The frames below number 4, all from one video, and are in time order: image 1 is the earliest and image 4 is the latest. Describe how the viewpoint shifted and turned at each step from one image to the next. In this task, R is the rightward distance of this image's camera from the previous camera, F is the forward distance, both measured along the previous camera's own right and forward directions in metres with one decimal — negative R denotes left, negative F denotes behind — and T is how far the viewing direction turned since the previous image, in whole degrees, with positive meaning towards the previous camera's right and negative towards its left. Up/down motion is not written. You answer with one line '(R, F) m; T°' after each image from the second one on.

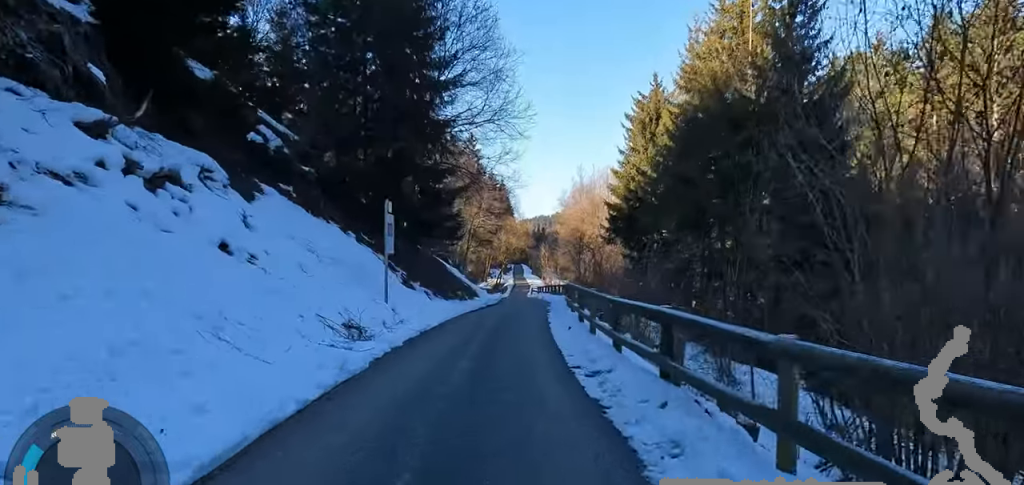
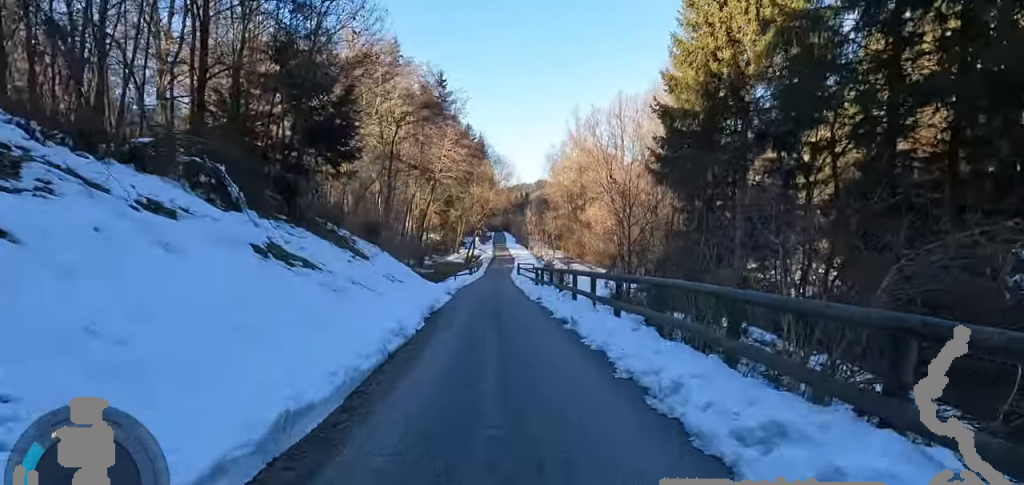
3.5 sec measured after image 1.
(-1.8, +24.5) m; +2°
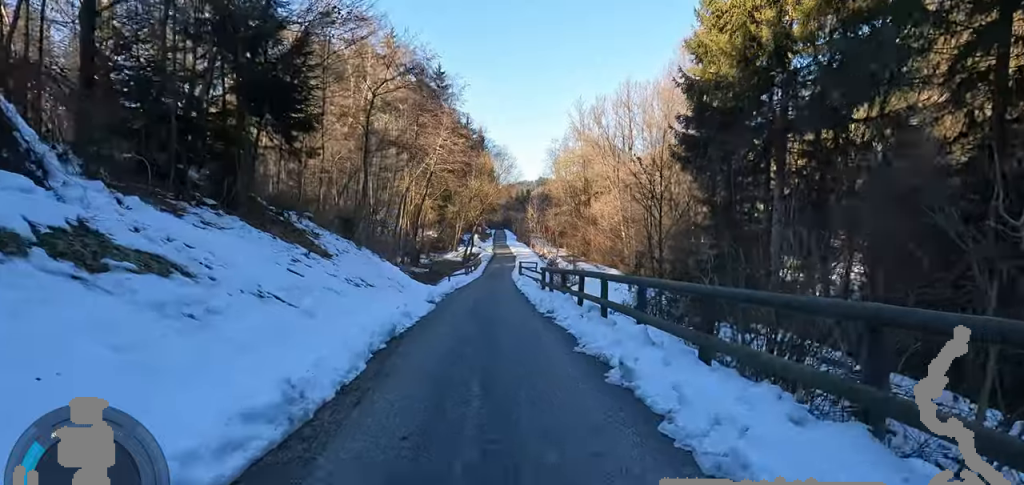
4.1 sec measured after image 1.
(+0.4, +4.0) m; -1°
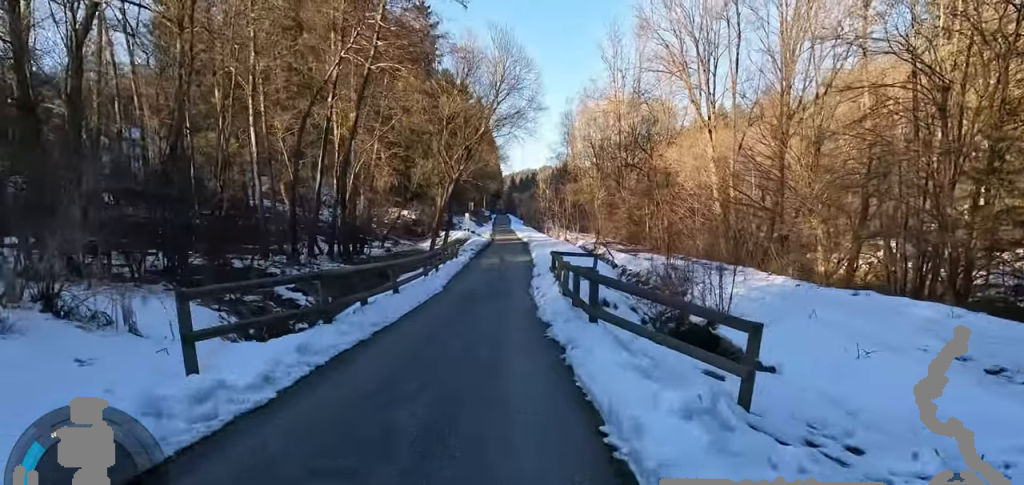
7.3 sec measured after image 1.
(-2.7, +26.1) m; -4°
